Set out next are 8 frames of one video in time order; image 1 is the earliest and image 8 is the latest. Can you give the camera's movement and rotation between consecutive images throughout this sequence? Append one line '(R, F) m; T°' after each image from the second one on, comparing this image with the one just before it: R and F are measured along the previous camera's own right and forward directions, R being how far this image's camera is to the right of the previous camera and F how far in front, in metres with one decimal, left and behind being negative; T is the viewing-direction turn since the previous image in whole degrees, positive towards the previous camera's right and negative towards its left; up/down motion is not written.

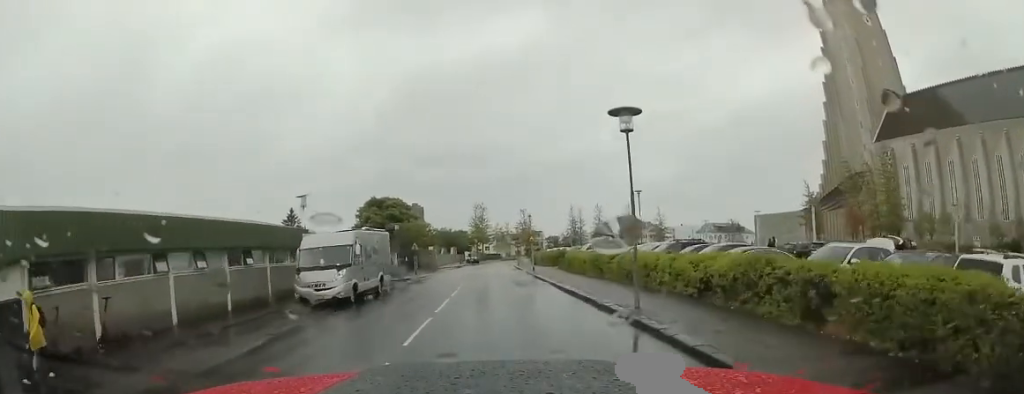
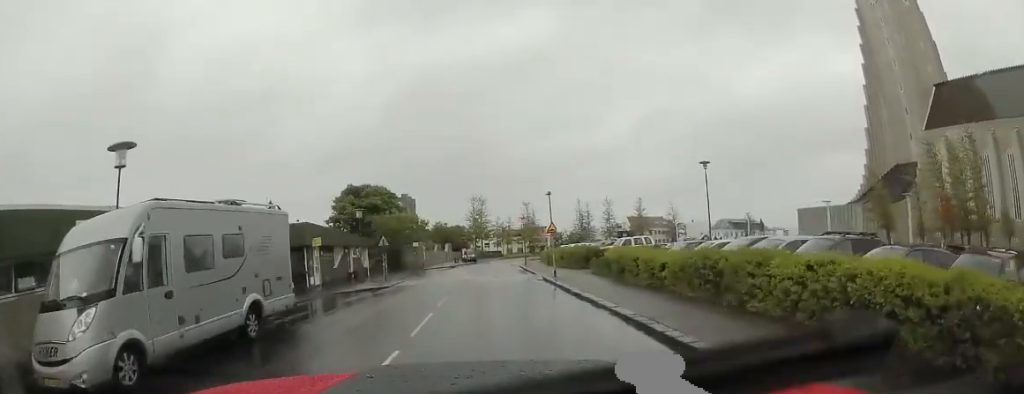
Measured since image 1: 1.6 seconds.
(+0.2, +11.5) m; 0°
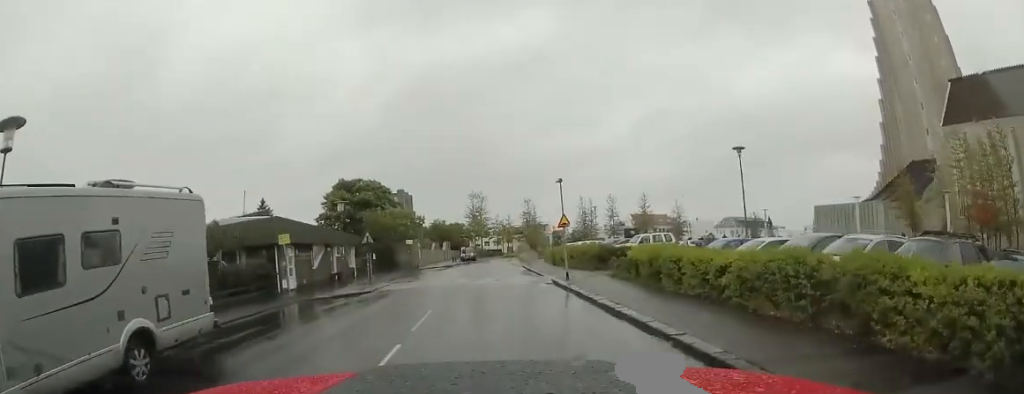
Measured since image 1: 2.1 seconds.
(-0.1, +3.6) m; -1°
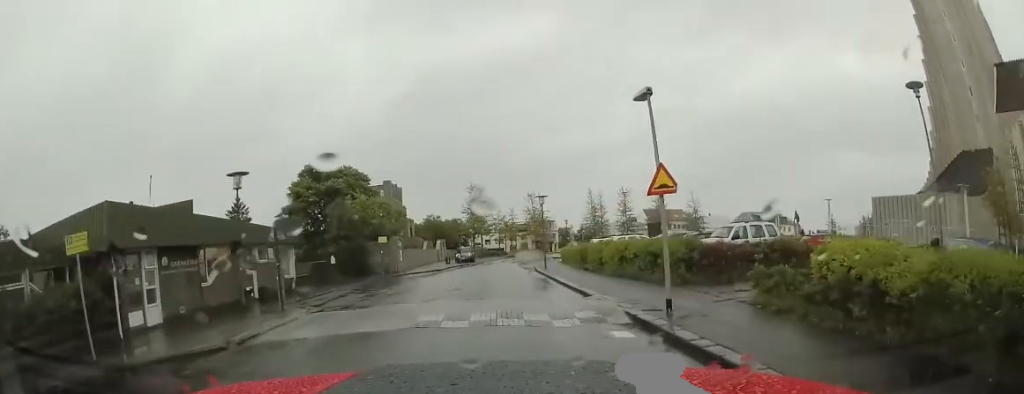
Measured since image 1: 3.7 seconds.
(0.0, +11.0) m; +2°
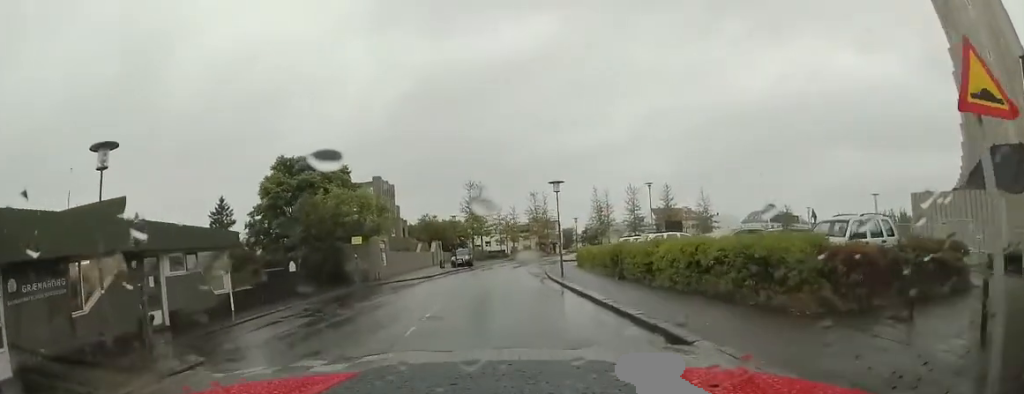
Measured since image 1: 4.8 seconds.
(+0.2, +6.7) m; +1°
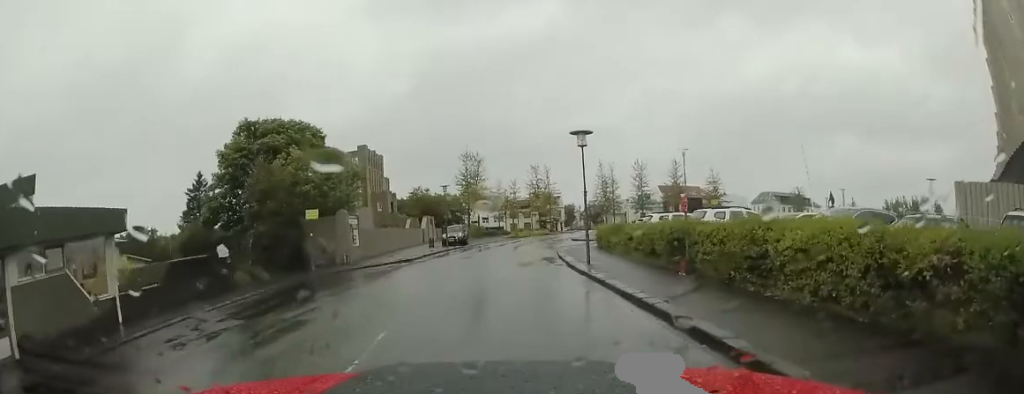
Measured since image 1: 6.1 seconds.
(-0.3, +6.4) m; -5°
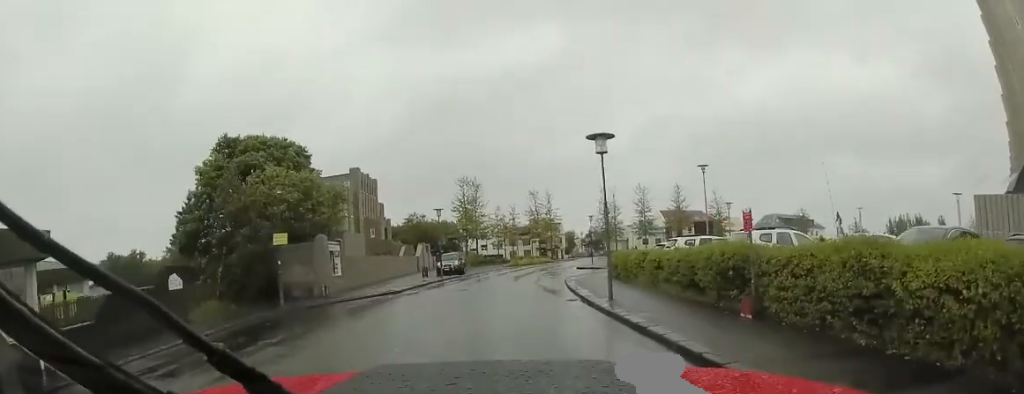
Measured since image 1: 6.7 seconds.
(-0.1, +3.0) m; +1°
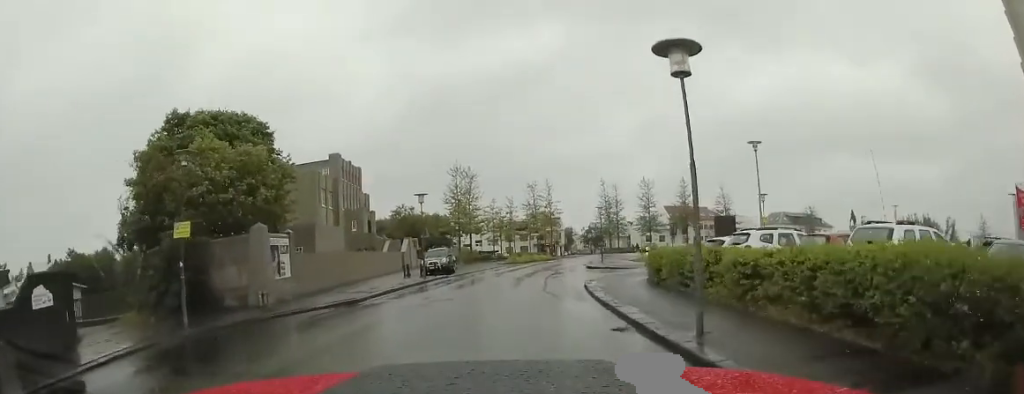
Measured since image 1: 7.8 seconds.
(+0.3, +5.4) m; +4°
